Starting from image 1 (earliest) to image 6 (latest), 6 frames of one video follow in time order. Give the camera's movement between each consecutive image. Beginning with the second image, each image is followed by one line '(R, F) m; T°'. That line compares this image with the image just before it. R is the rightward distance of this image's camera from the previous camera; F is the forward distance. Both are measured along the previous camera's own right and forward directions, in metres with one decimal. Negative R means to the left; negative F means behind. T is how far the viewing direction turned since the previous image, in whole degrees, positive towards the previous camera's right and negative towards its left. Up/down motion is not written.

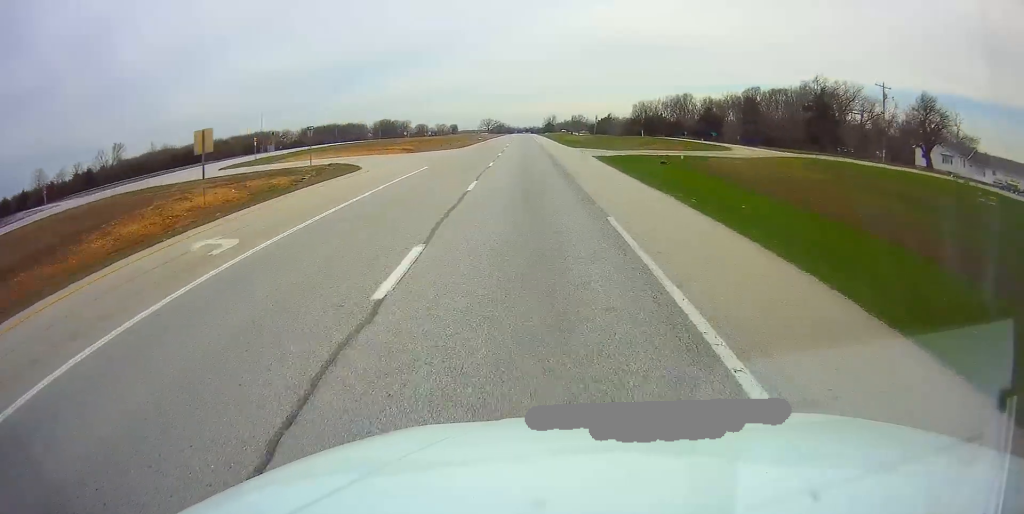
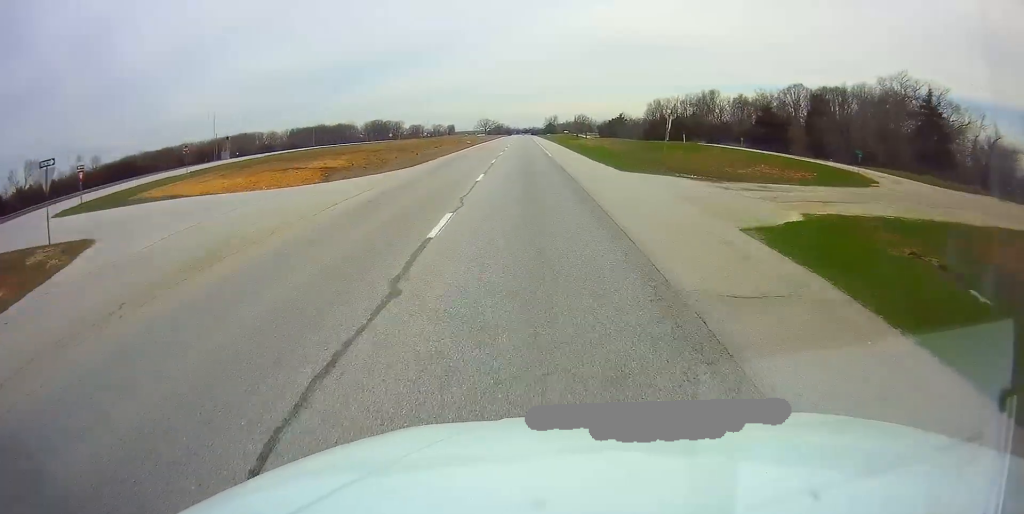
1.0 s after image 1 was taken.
(-0.1, +32.1) m; 0°
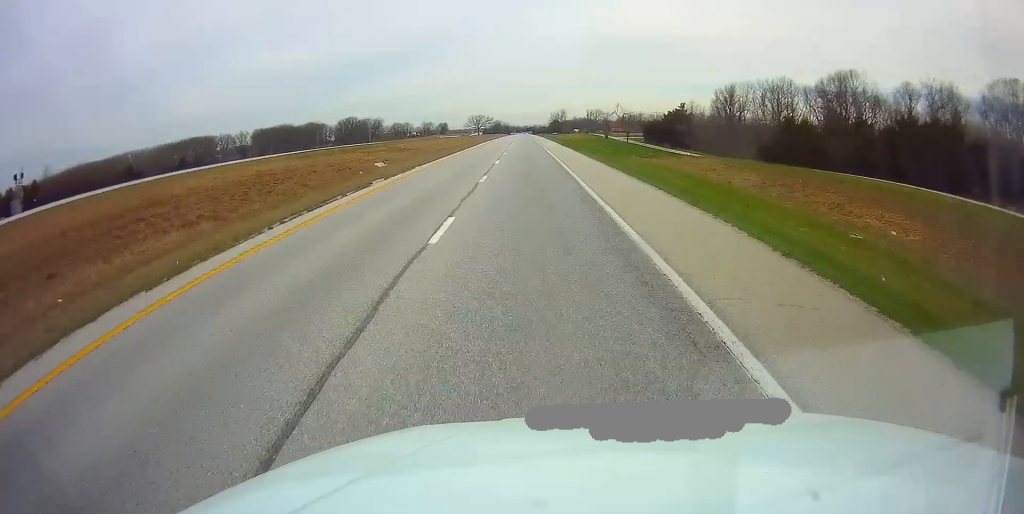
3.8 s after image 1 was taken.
(+0.2, +84.7) m; 0°
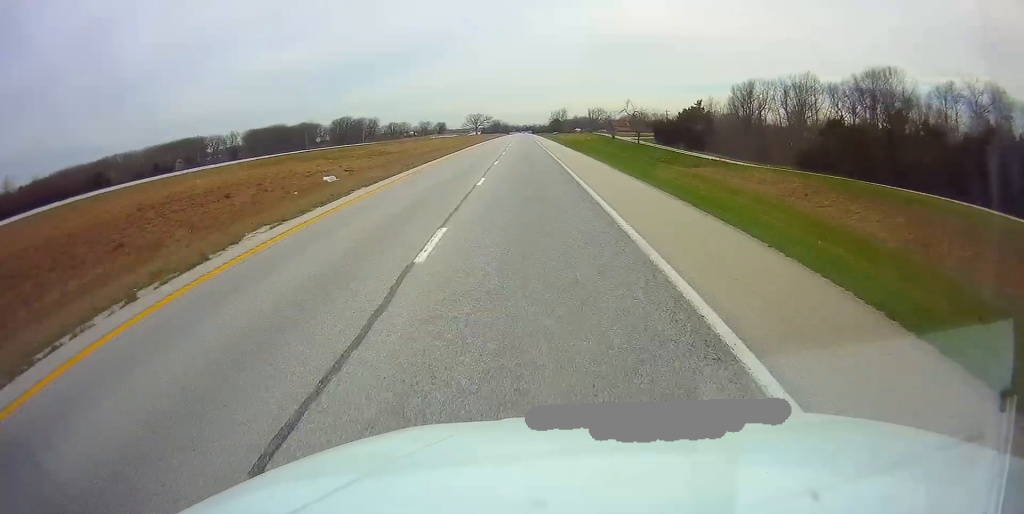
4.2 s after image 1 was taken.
(0.0, +13.5) m; 0°
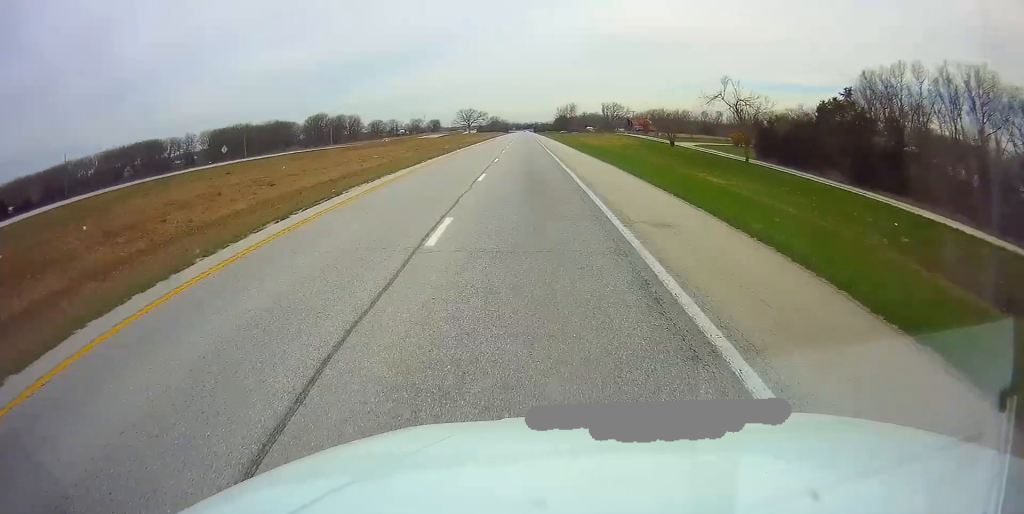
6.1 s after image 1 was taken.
(0.0, +59.0) m; 0°
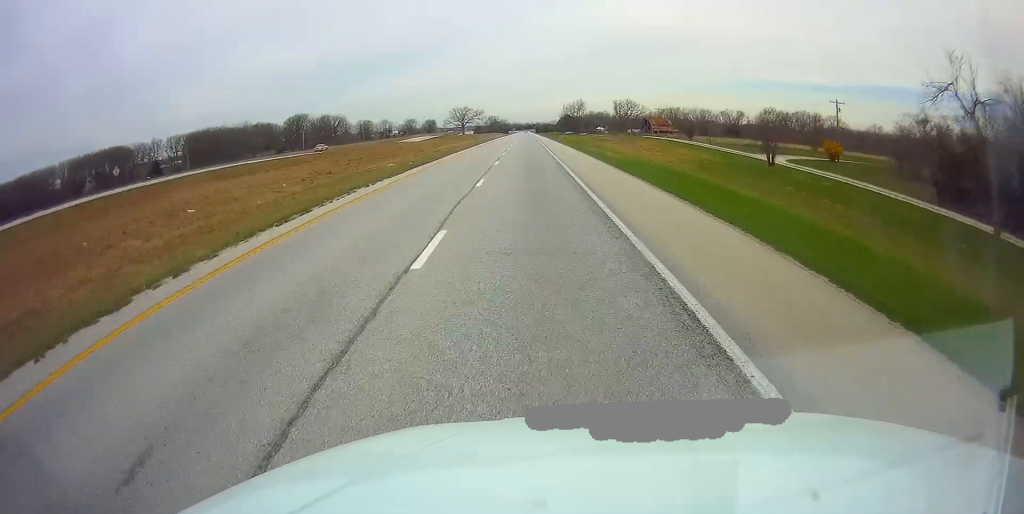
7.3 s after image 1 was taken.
(-0.1, +37.4) m; 0°
